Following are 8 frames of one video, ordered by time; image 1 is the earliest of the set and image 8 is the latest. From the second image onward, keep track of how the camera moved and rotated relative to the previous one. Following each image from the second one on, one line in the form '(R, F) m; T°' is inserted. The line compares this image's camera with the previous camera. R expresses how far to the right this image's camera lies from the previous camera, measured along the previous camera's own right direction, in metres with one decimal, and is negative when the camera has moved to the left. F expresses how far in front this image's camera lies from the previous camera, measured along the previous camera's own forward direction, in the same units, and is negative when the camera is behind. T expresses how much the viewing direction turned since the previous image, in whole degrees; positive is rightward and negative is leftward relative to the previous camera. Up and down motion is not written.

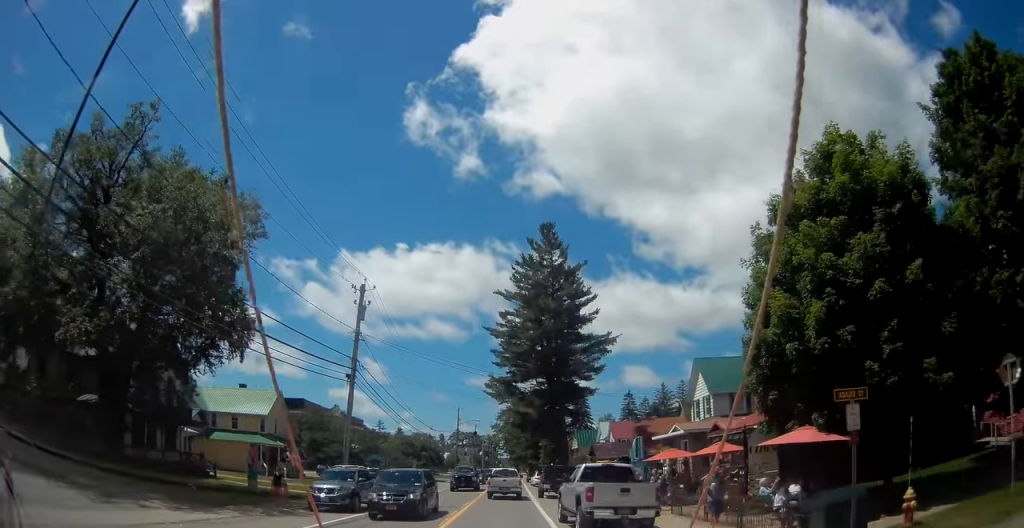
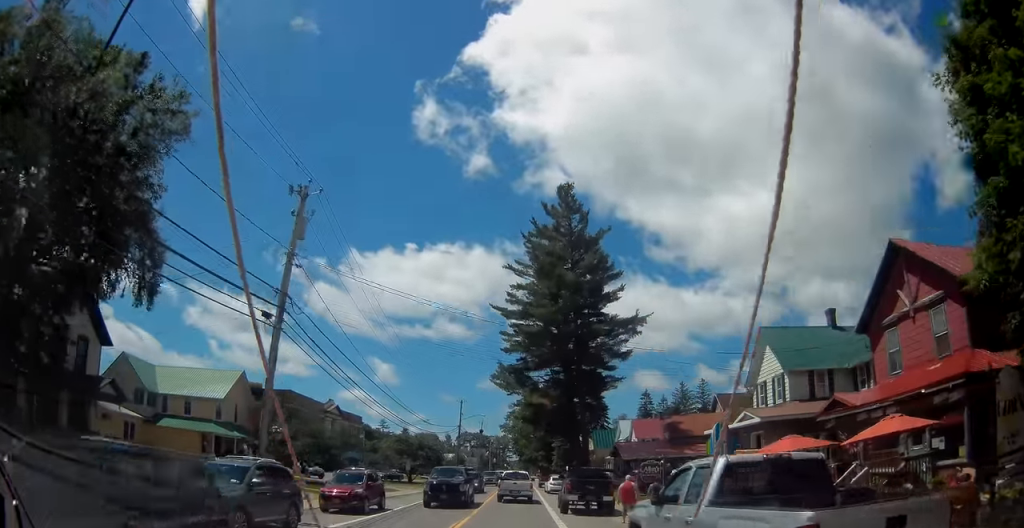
(+0.1, +10.6) m; 0°
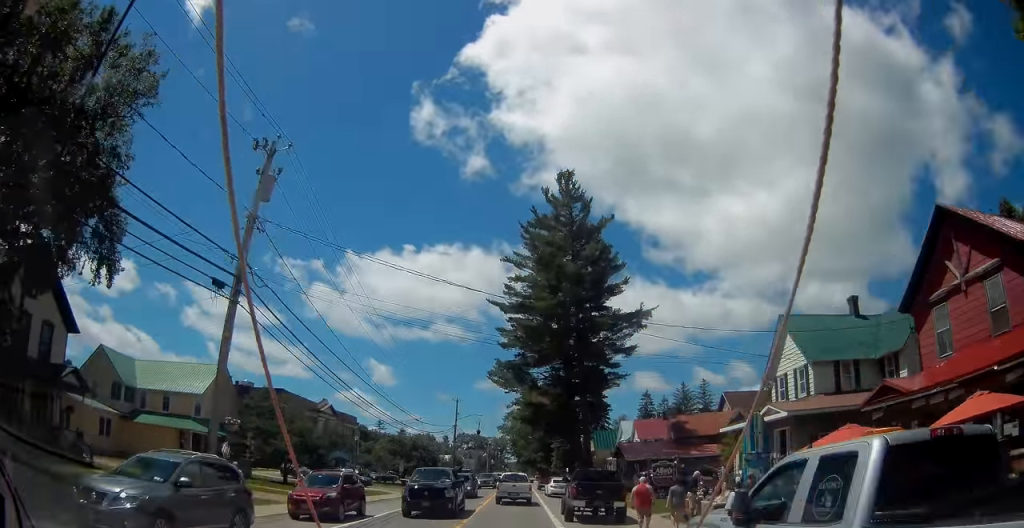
(0.0, +3.0) m; 0°
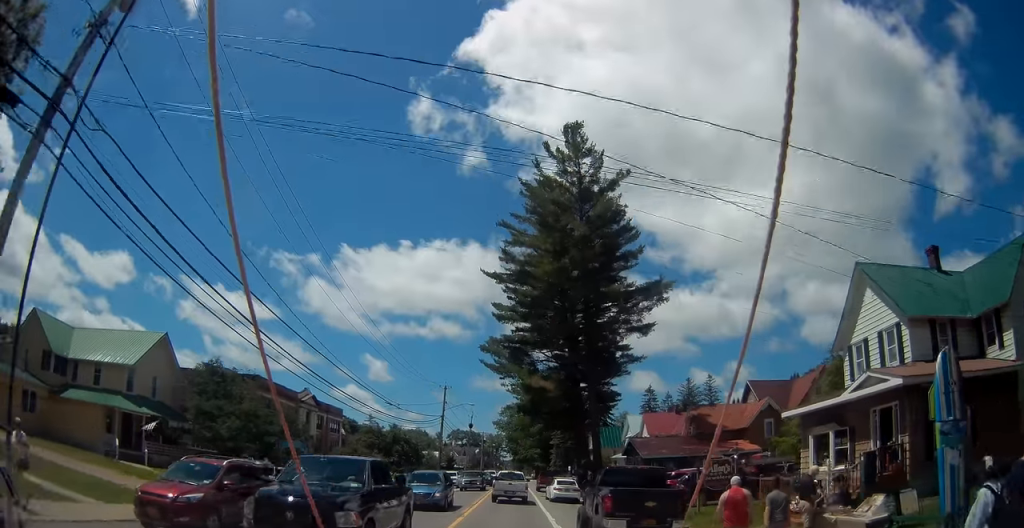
(-0.1, +8.0) m; 0°
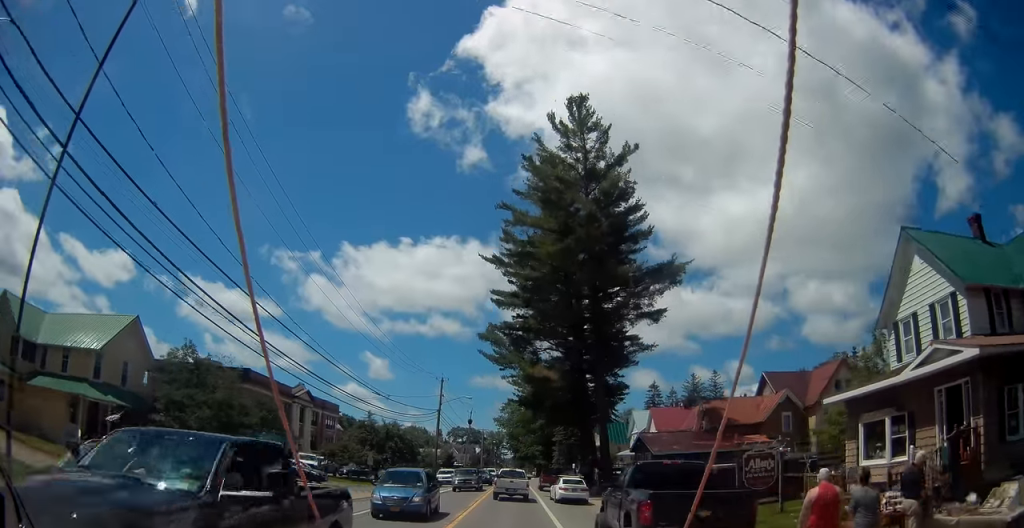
(0.0, +3.4) m; 0°
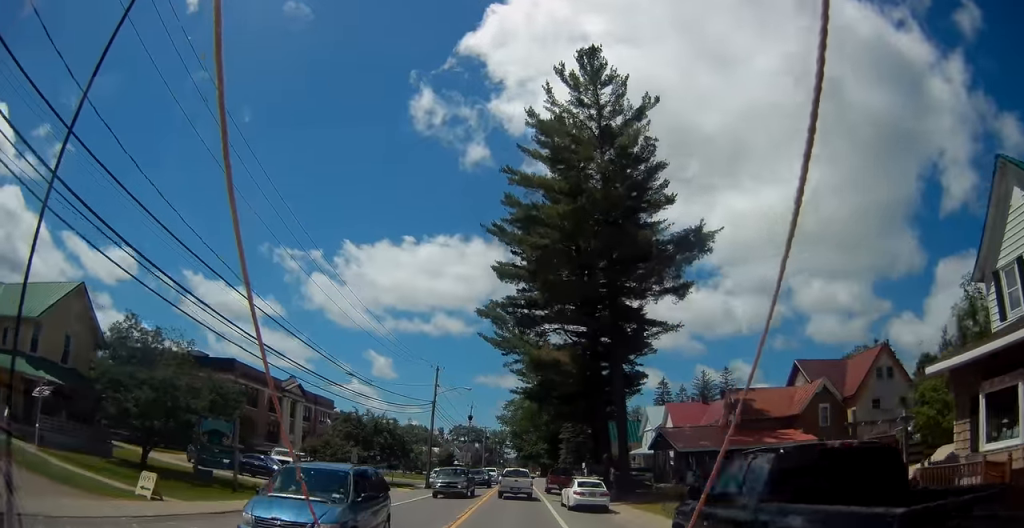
(0.0, +5.9) m; 0°
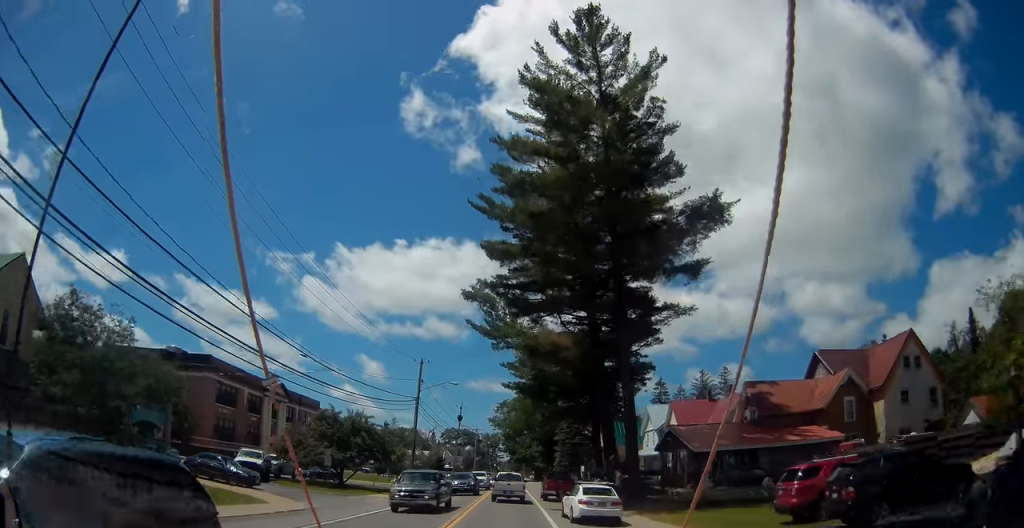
(0.0, +4.6) m; +1°
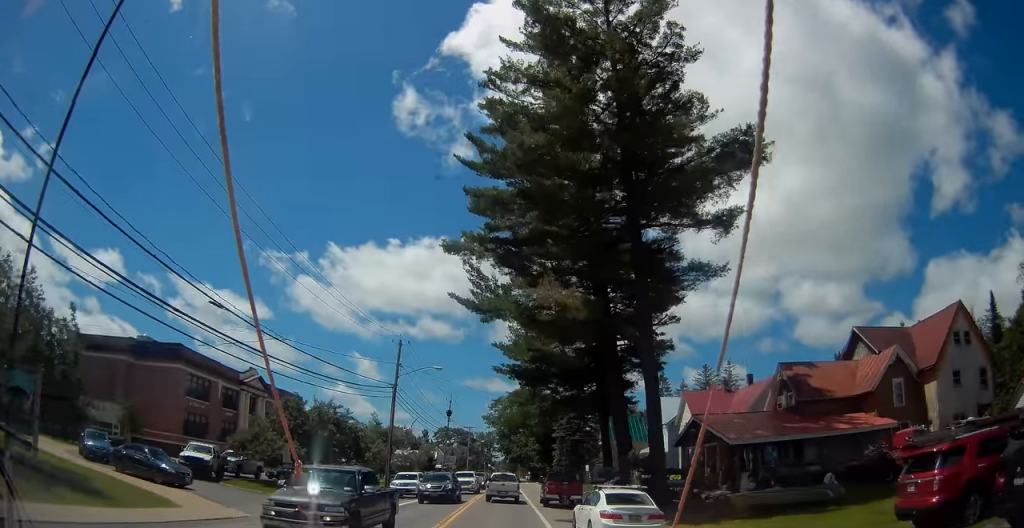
(0.0, +6.0) m; +1°
